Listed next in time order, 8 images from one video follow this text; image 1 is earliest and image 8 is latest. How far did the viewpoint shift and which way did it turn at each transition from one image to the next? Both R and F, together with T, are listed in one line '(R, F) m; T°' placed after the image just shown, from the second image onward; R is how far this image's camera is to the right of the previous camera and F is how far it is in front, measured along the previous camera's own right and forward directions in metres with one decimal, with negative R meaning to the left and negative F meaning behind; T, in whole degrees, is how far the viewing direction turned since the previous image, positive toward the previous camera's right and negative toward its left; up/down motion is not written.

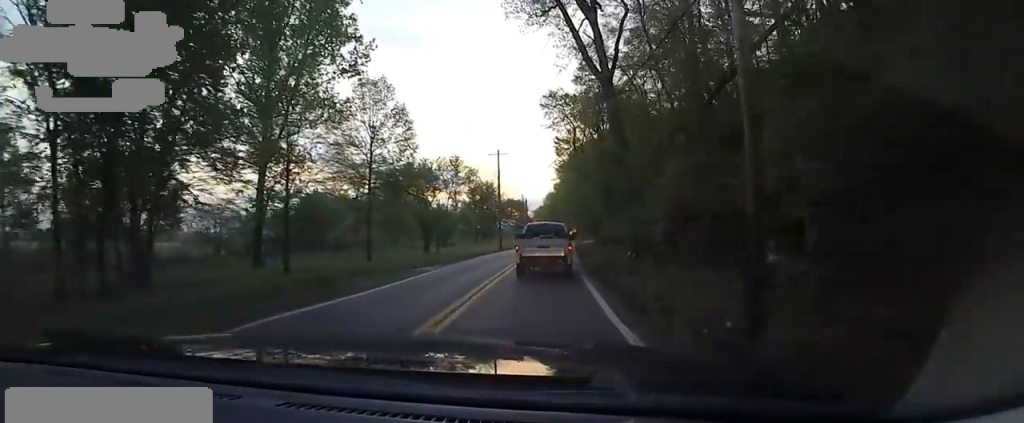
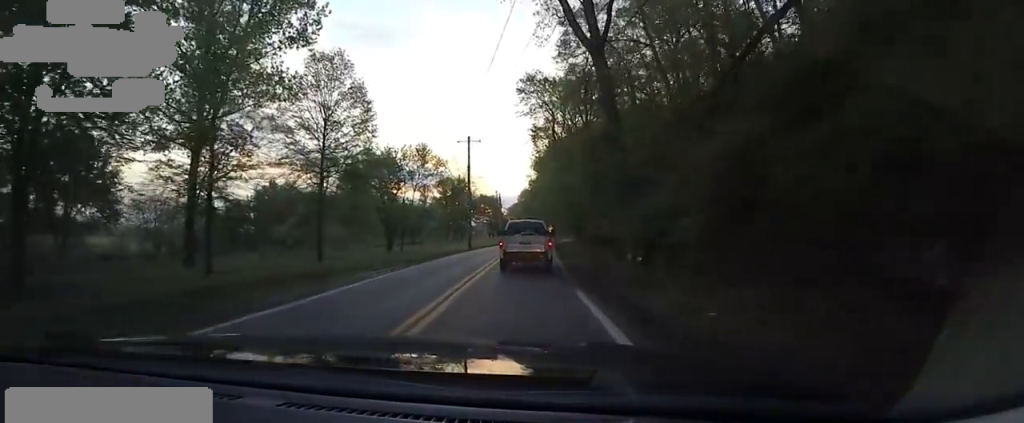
(+0.3, +5.6) m; +6°
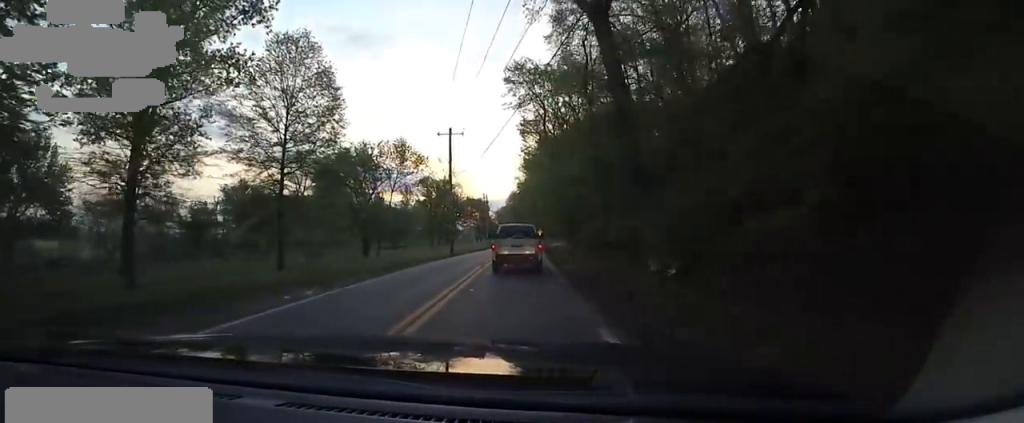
(0.0, +4.8) m; +5°
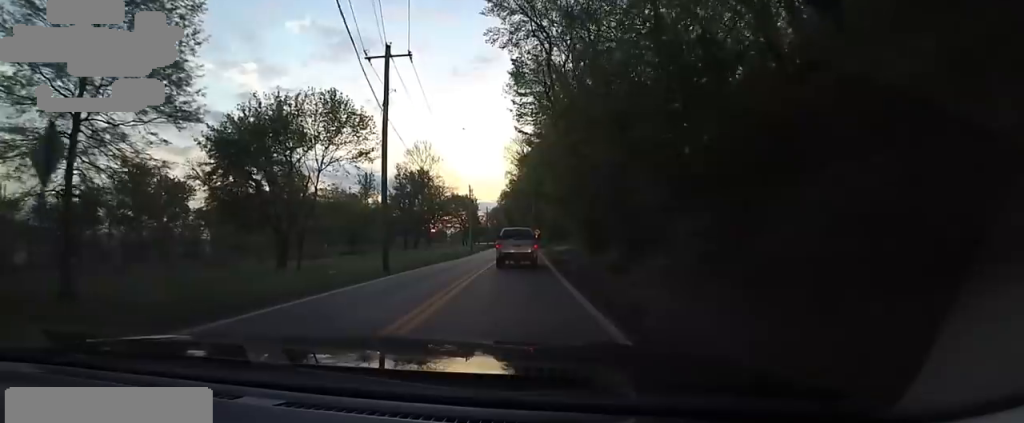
(+2.0, +17.5) m; +4°
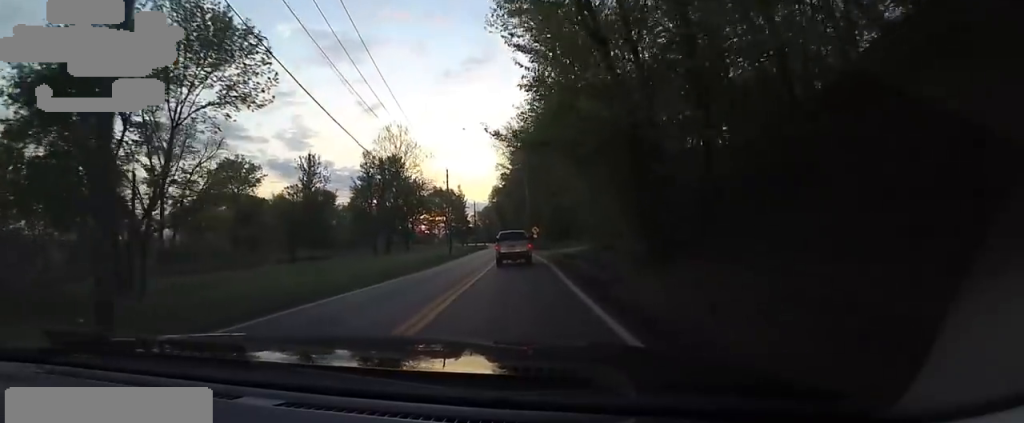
(-1.0, +15.7) m; -3°
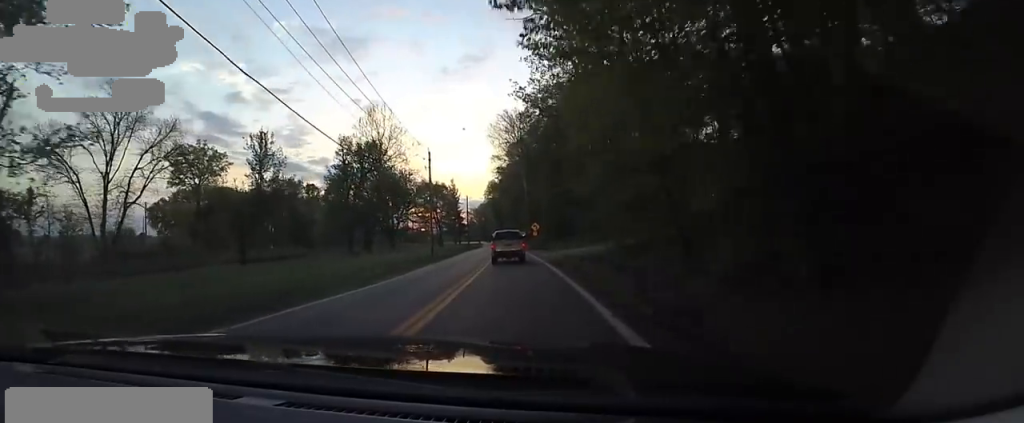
(-0.1, +9.2) m; +1°
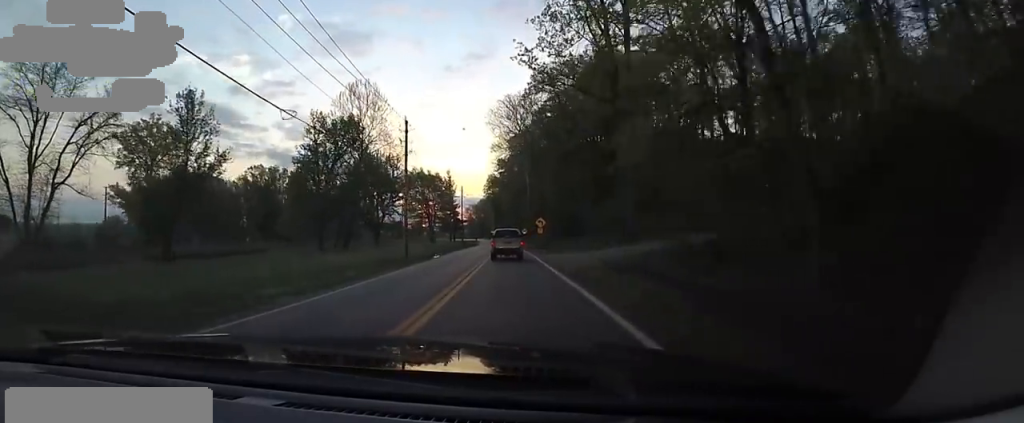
(+0.3, +10.5) m; +1°
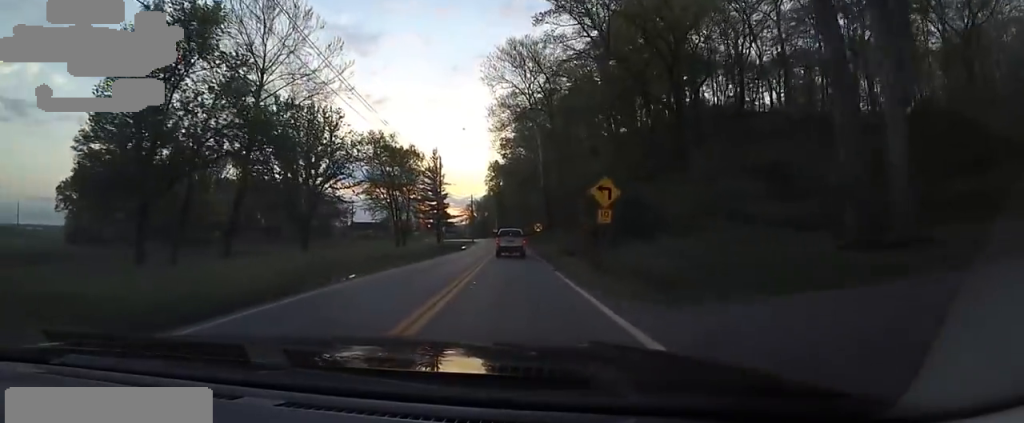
(+0.2, +30.3) m; 0°
